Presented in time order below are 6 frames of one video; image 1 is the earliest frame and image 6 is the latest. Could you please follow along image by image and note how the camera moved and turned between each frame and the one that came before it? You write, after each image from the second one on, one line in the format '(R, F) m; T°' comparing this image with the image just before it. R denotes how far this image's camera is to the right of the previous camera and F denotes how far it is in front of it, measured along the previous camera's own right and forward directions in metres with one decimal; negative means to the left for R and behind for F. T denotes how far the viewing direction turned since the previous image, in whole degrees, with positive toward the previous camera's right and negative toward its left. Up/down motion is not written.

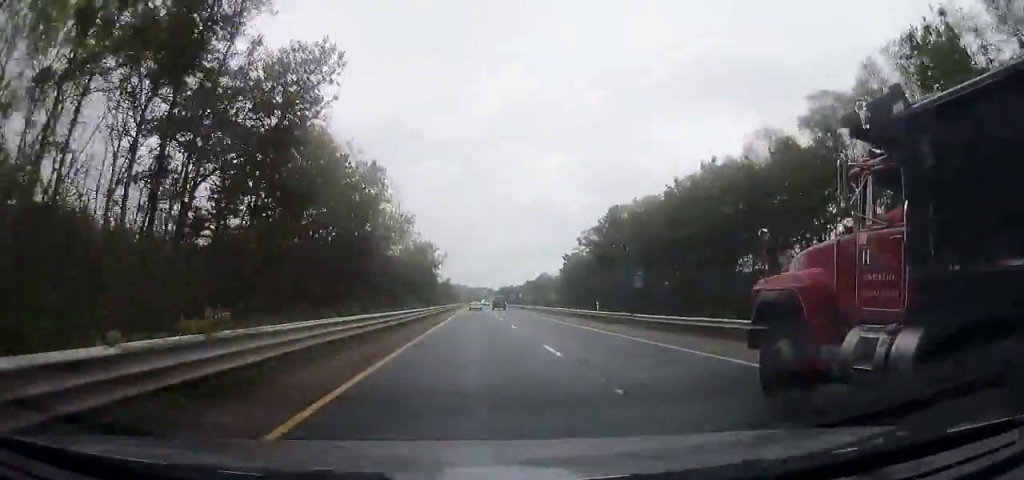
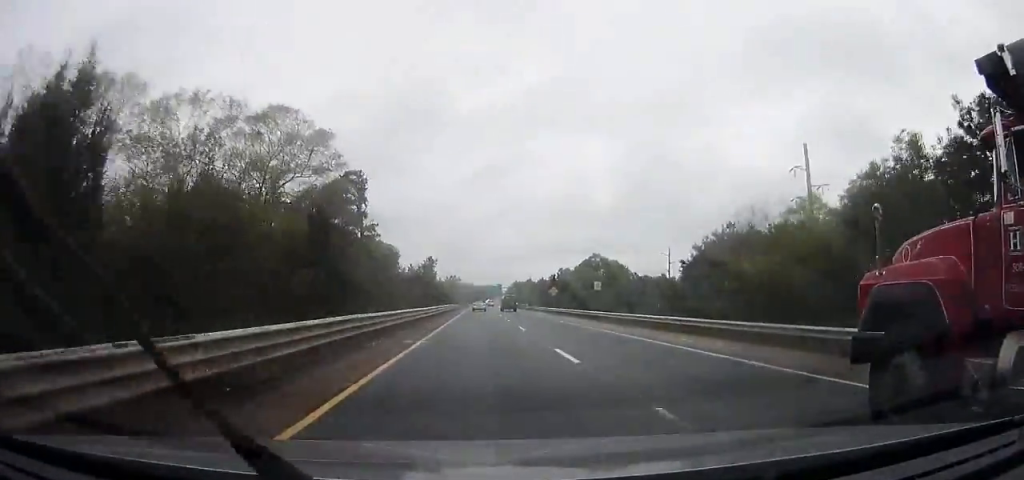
(-0.2, +75.5) m; 0°
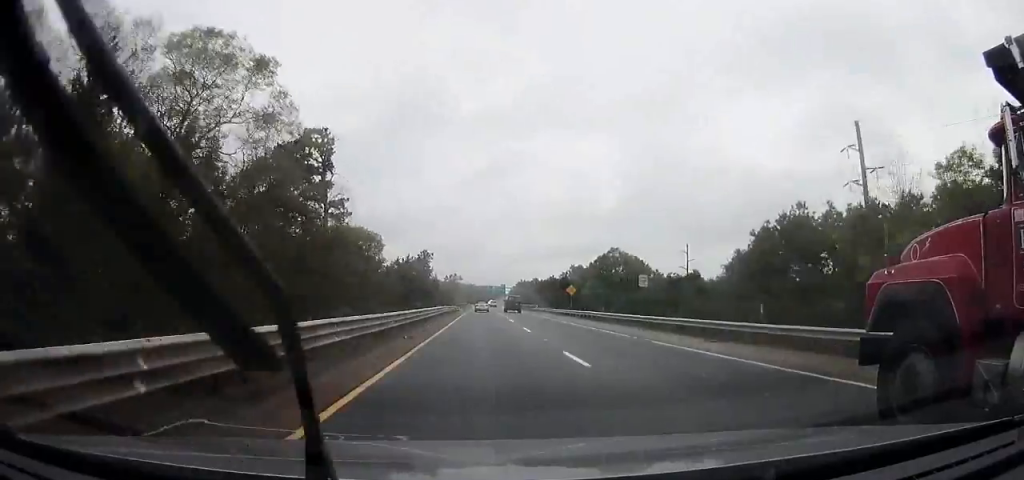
(0.0, +12.7) m; 0°
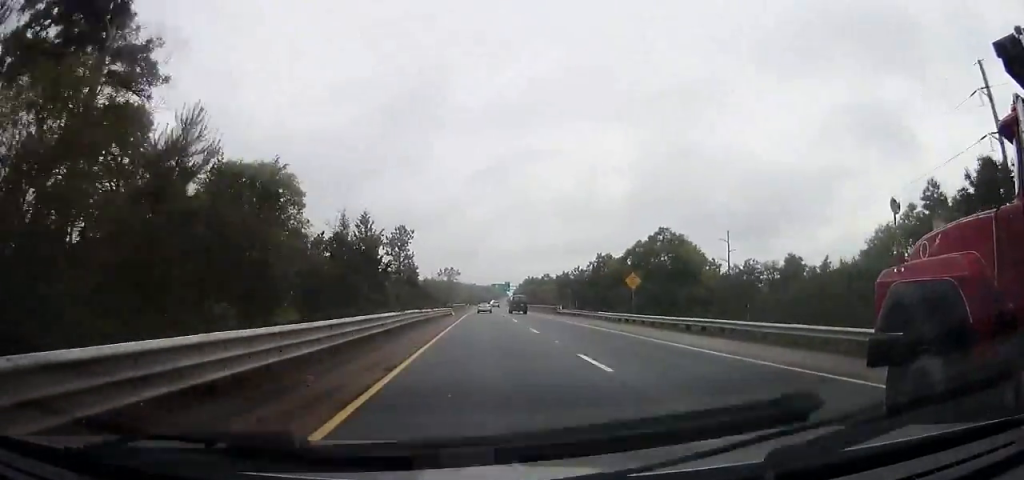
(0.0, +25.3) m; 0°
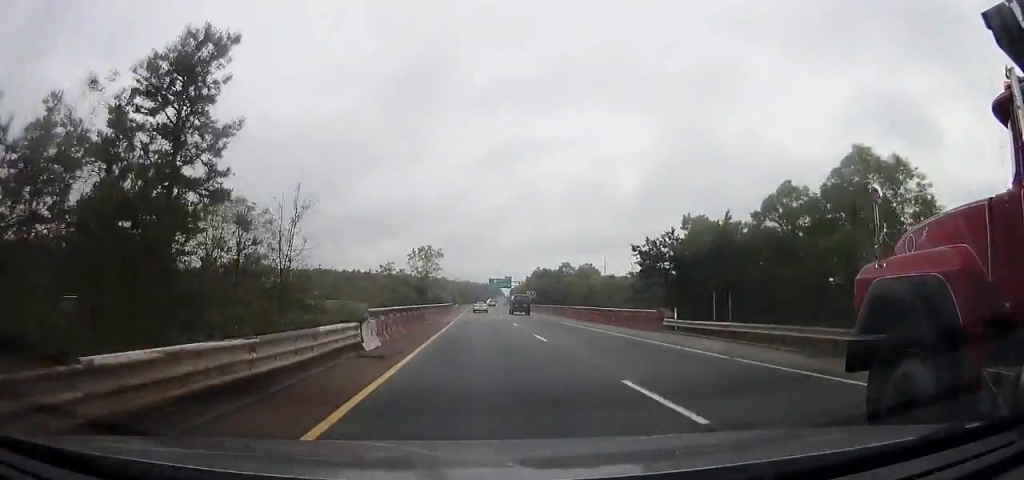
(0.0, +40.9) m; 0°
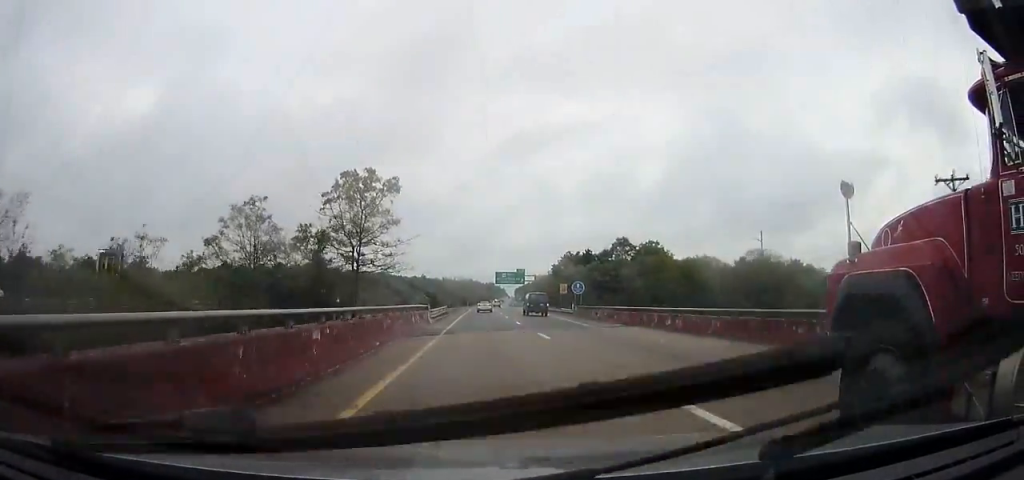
(+0.1, +41.5) m; 0°
